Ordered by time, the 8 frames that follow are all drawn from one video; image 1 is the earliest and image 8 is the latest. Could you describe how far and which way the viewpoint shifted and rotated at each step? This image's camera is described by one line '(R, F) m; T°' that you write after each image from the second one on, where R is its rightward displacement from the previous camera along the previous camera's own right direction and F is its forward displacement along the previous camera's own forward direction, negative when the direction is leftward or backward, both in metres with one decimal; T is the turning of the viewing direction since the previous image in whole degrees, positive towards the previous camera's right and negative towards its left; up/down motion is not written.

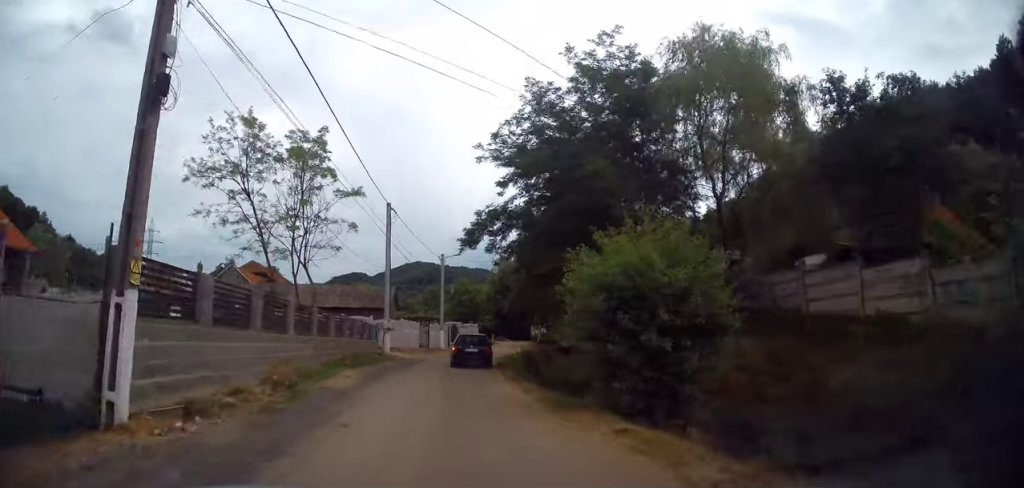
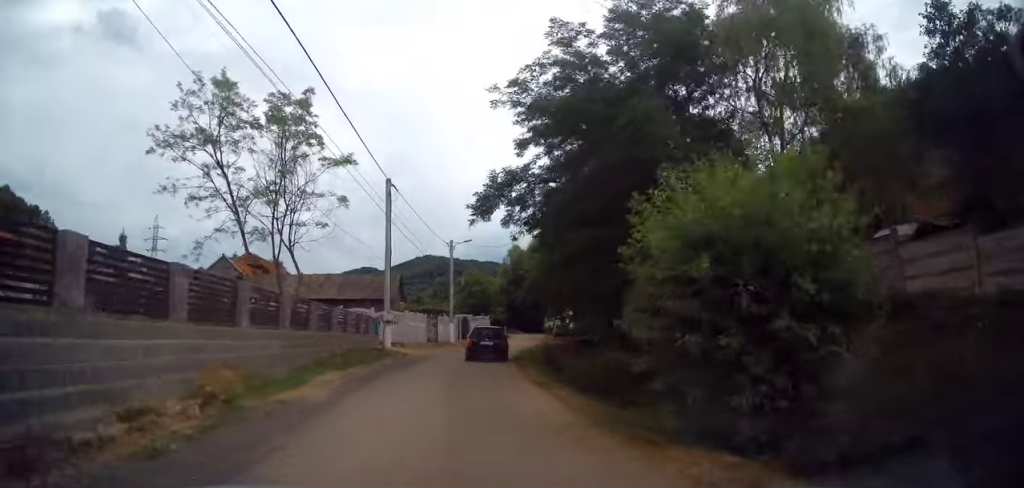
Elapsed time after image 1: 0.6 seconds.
(0.0, +3.5) m; 0°
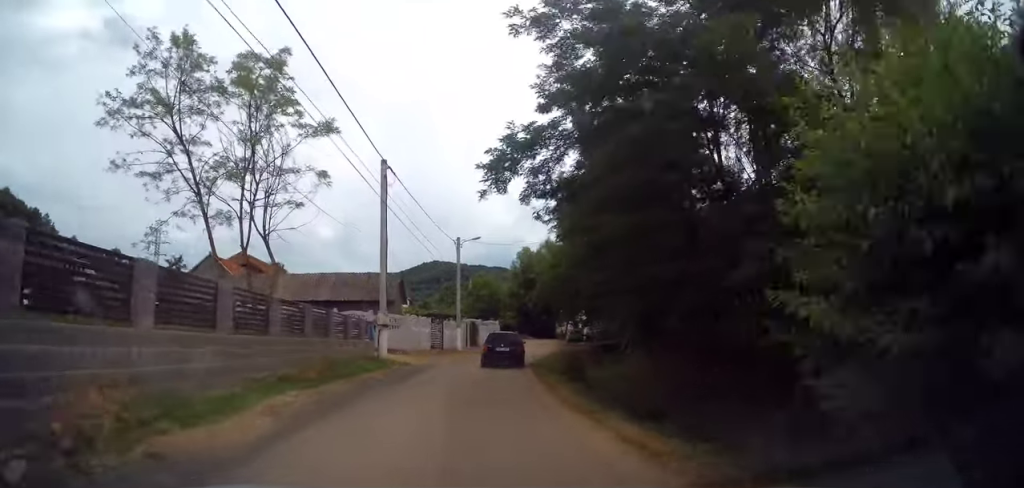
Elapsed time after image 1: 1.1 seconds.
(0.0, +3.5) m; 0°
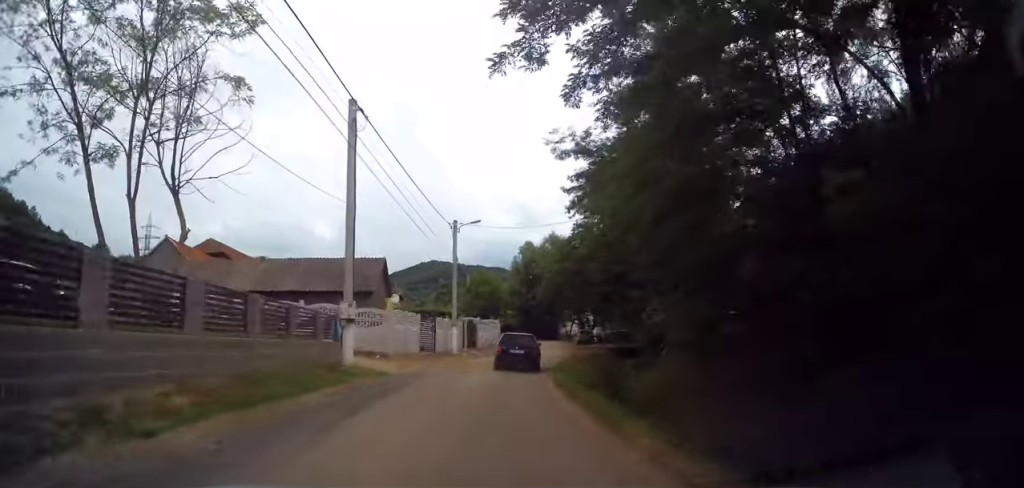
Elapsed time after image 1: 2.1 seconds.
(0.0, +5.7) m; 0°
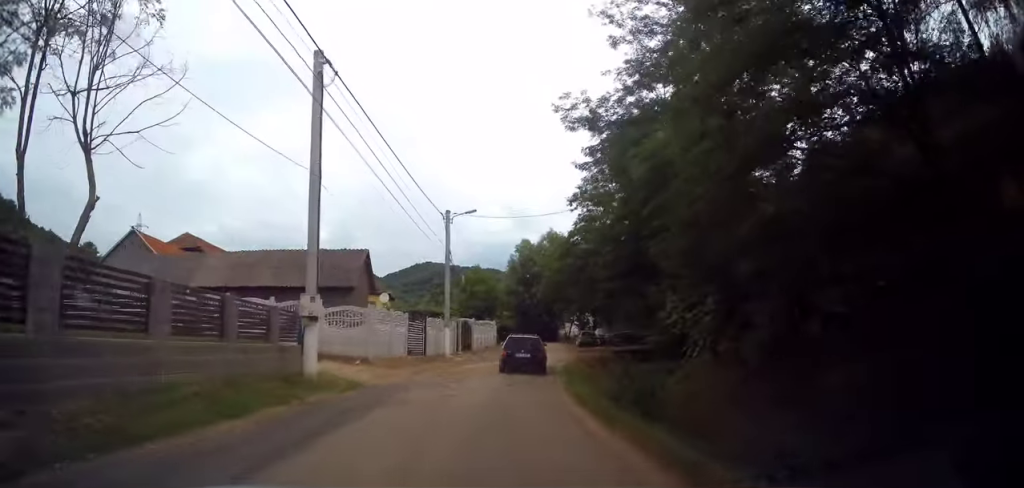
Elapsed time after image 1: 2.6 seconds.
(0.0, +3.1) m; 0°
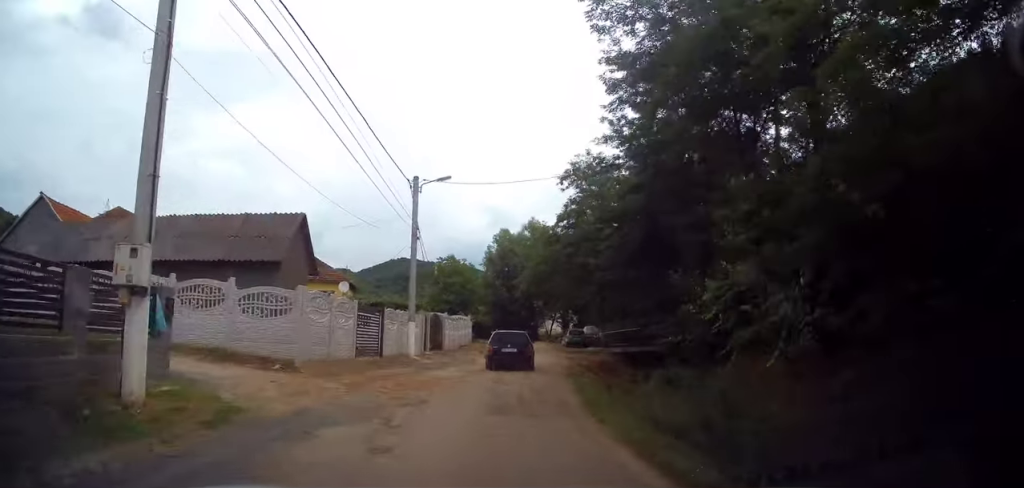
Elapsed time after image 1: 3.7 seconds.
(0.0, +5.9) m; 0°
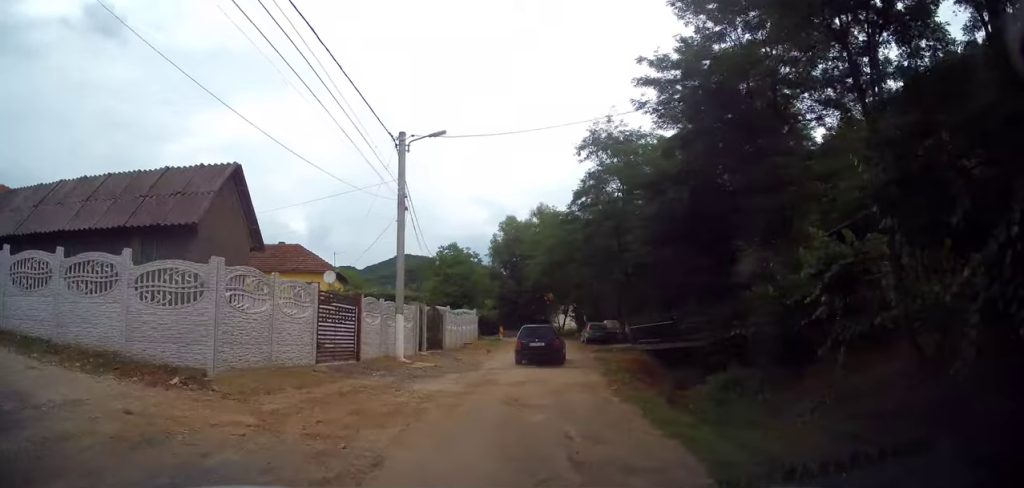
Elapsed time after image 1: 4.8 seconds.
(0.0, +5.0) m; -1°
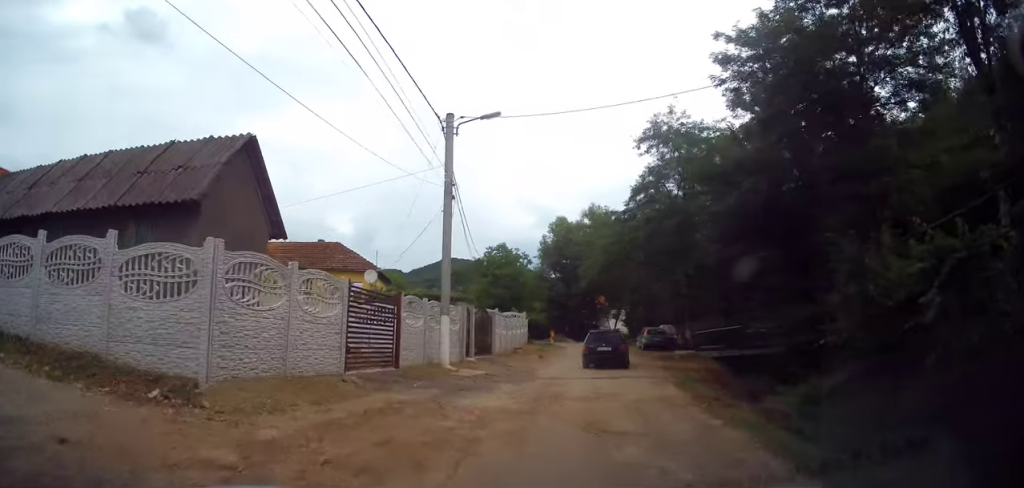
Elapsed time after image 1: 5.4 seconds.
(-0.2, +2.3) m; +1°
